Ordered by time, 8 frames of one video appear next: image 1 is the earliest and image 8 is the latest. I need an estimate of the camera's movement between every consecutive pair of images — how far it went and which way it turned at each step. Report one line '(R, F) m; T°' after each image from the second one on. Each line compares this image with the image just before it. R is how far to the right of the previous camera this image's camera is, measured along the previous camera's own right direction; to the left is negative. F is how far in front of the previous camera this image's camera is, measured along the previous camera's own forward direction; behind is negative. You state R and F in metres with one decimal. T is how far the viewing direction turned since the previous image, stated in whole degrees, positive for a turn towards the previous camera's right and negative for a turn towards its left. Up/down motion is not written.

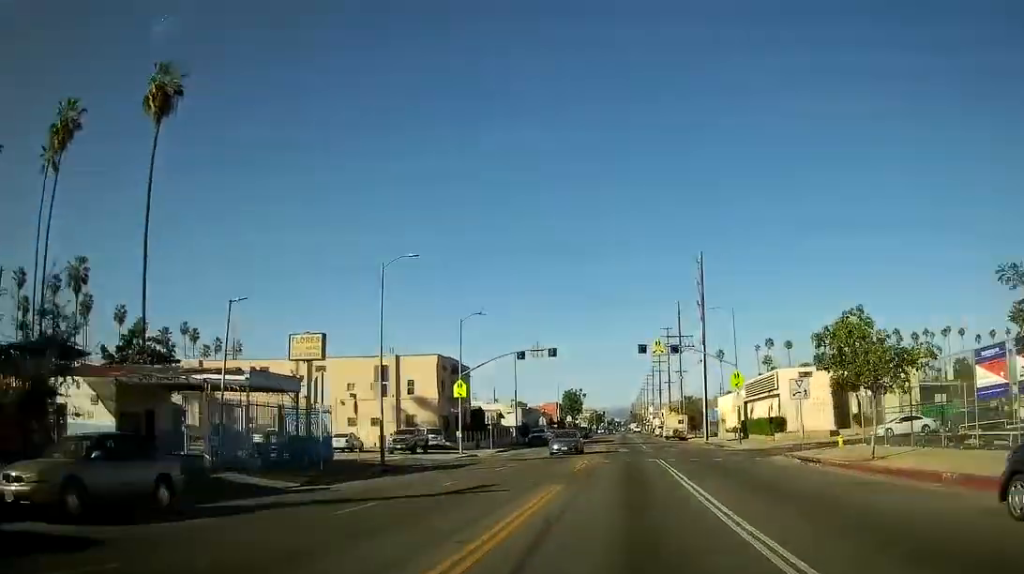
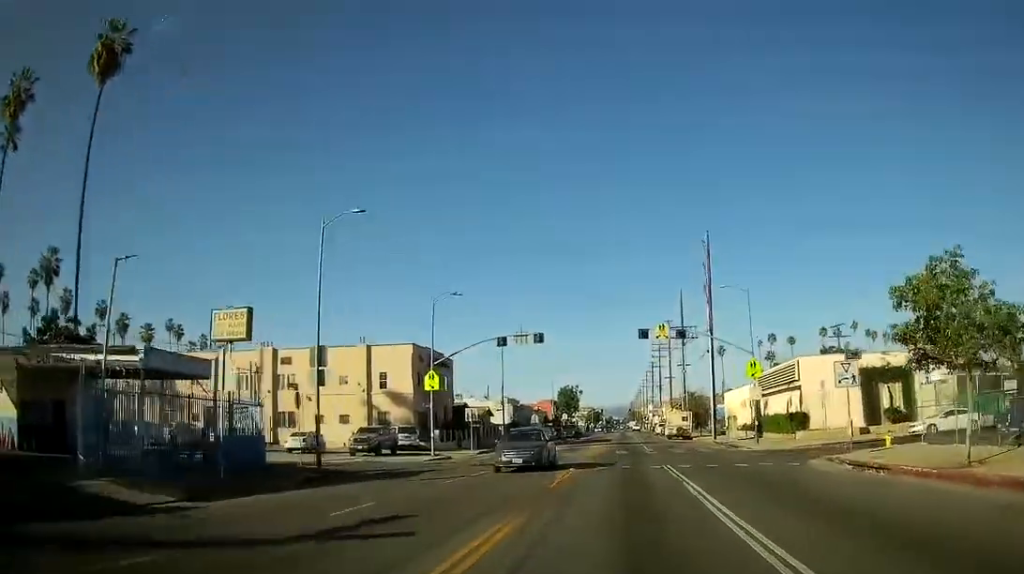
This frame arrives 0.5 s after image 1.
(0.0, +7.2) m; 0°
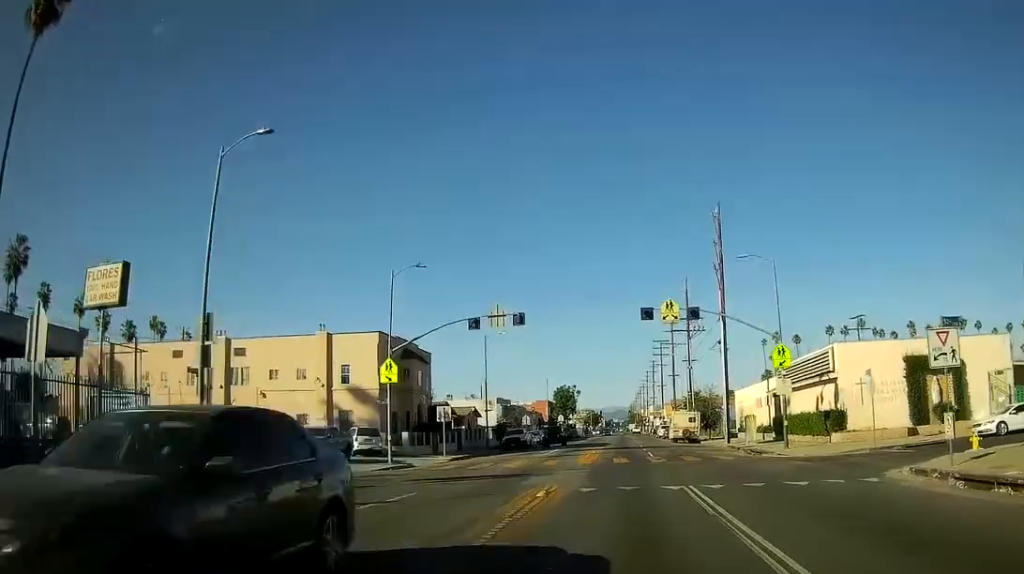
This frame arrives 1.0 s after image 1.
(0.0, +8.7) m; 0°
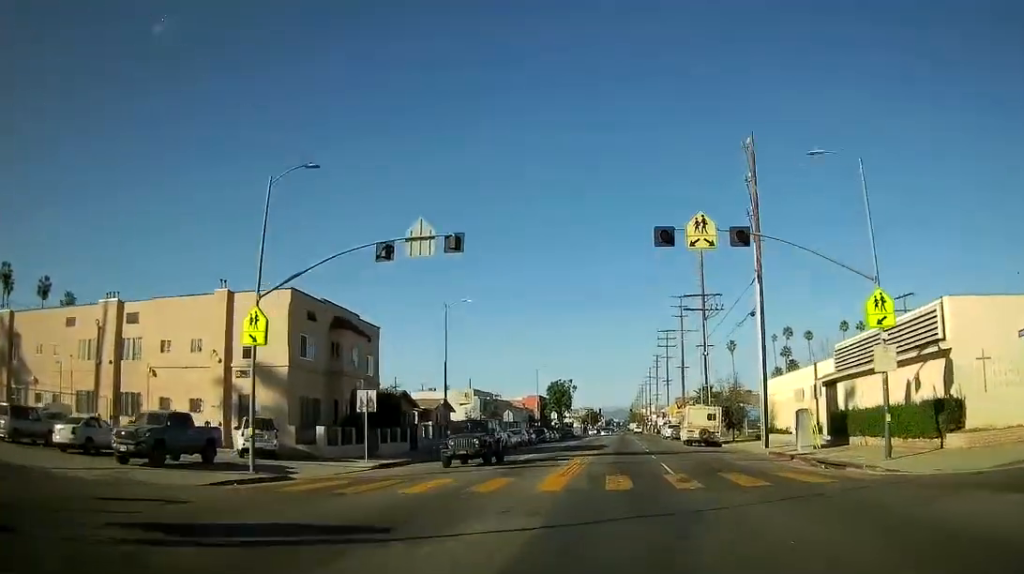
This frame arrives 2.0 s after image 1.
(0.0, +14.2) m; 0°
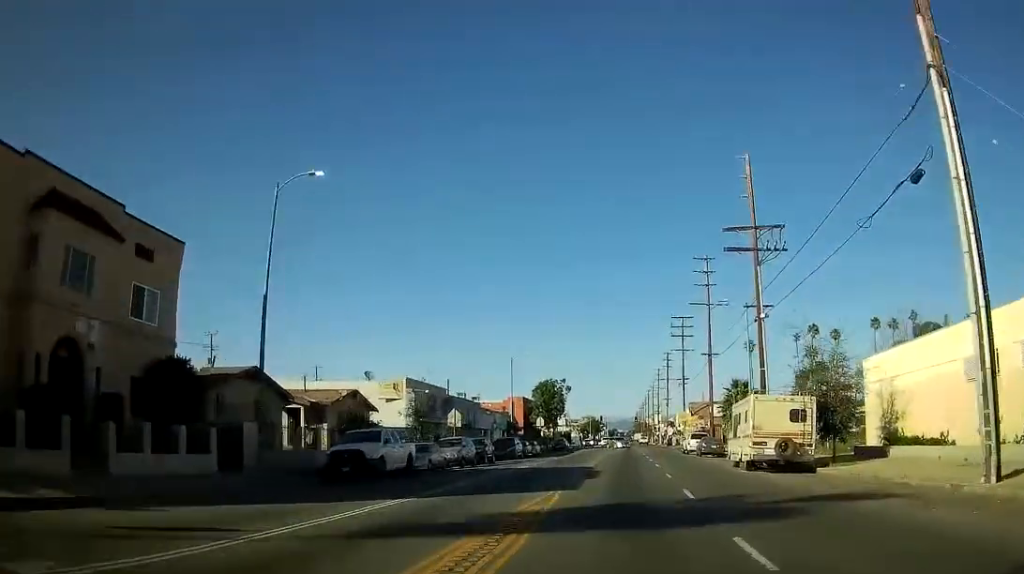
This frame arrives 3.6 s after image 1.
(0.0, +25.2) m; 0°
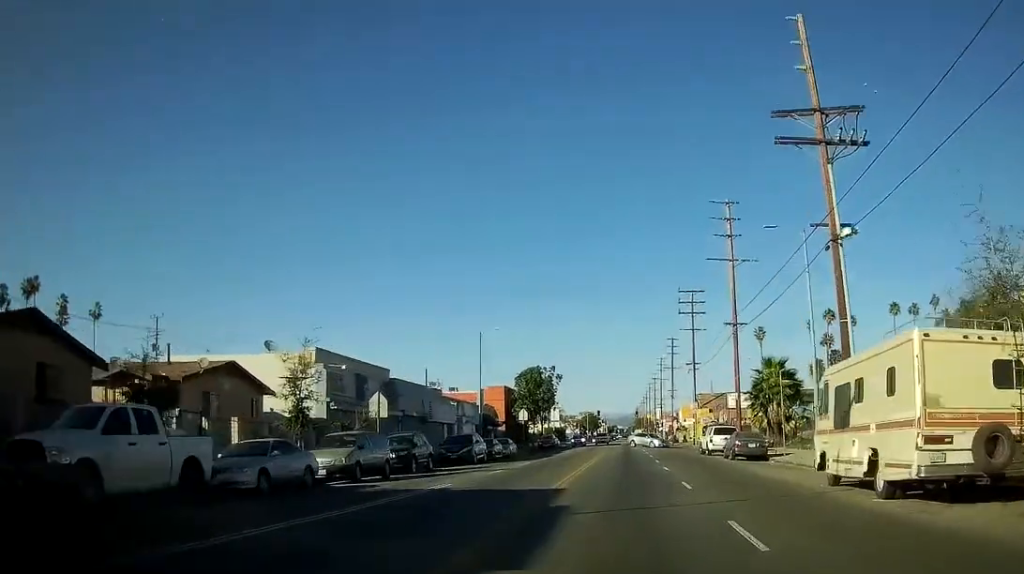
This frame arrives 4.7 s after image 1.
(0.0, +15.6) m; 0°
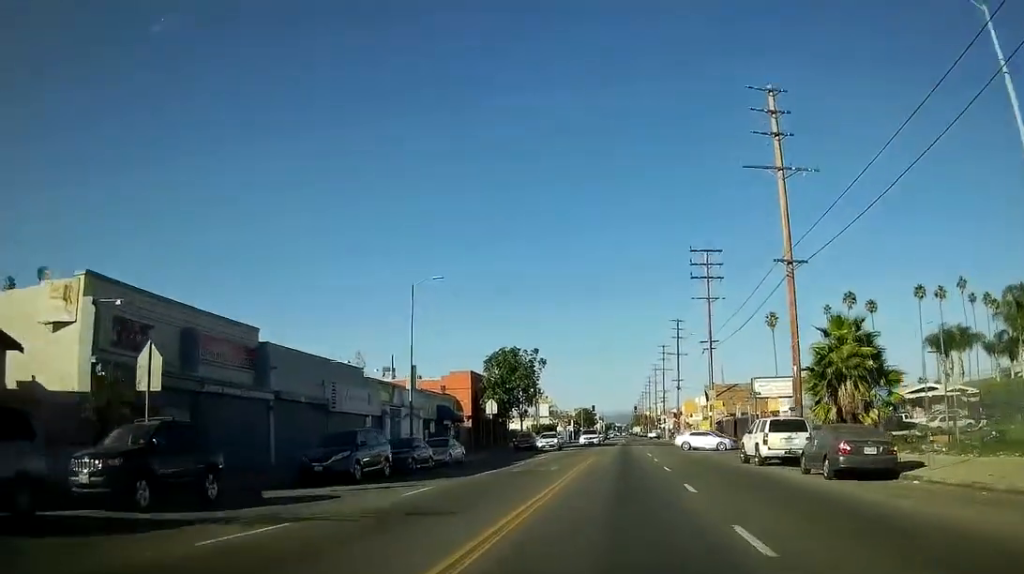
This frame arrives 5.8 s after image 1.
(0.0, +17.7) m; 0°
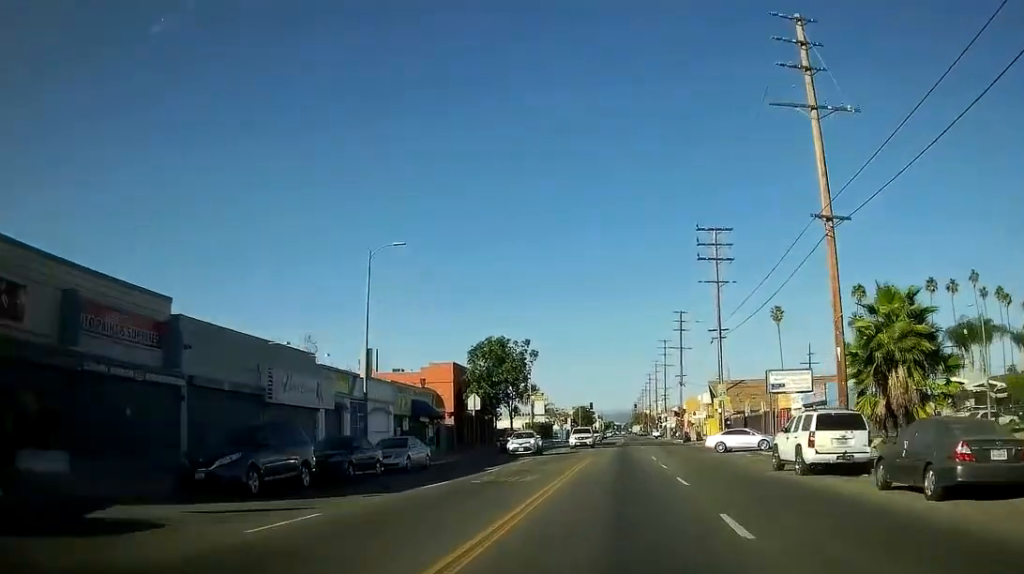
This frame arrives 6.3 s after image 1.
(0.0, +6.6) m; 0°
